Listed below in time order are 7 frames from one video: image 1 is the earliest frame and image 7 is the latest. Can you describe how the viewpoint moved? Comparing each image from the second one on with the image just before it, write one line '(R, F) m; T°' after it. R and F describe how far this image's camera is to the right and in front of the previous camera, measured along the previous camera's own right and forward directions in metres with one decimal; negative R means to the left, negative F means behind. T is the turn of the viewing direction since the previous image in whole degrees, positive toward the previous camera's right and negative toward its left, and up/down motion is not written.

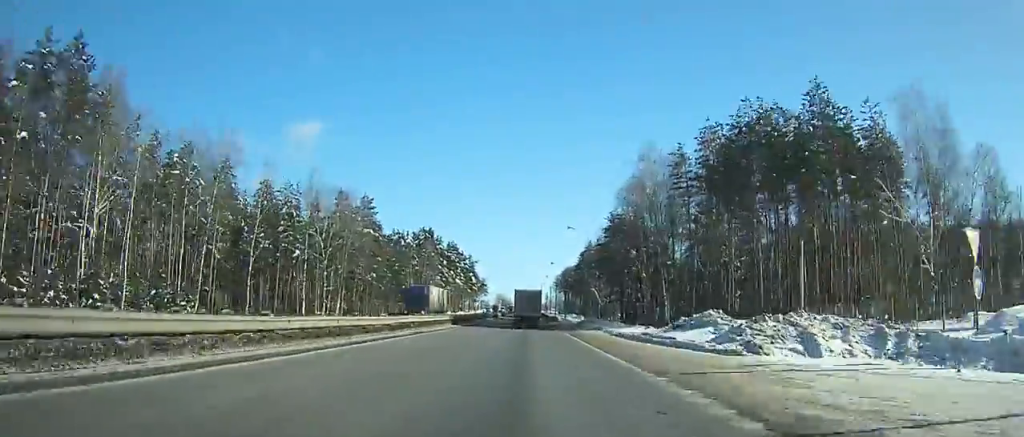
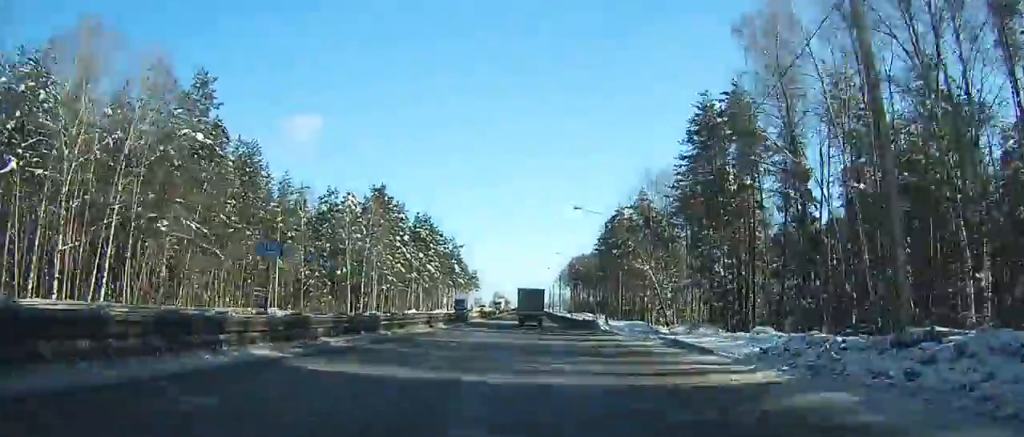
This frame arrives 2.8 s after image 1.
(+0.5, +52.3) m; +1°
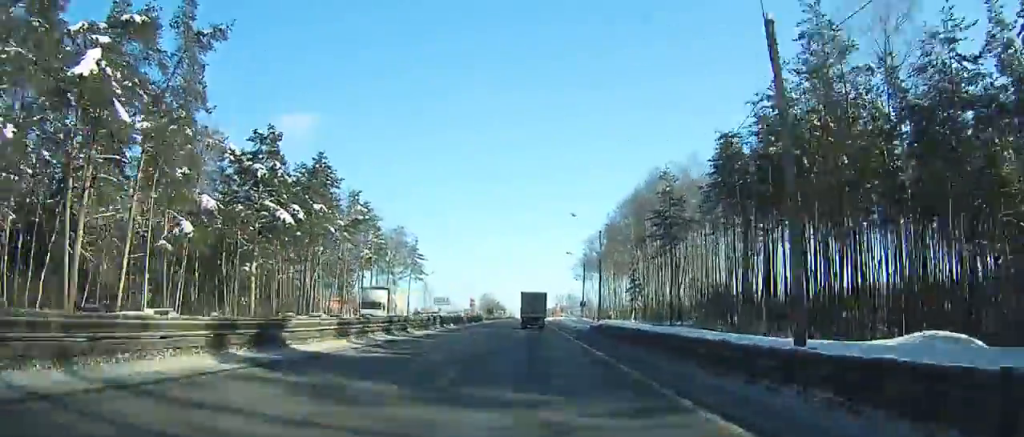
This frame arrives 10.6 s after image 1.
(+0.6, +156.1) m; -2°
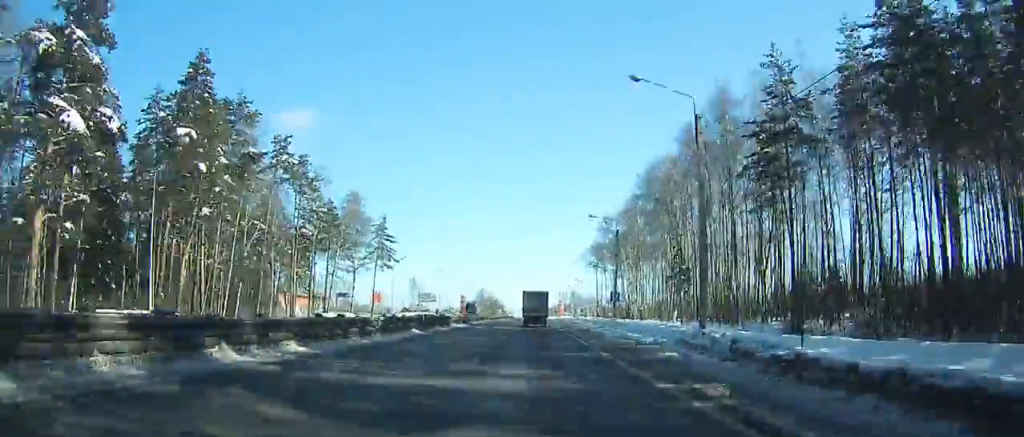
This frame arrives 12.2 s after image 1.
(-0.3, +32.5) m; 0°
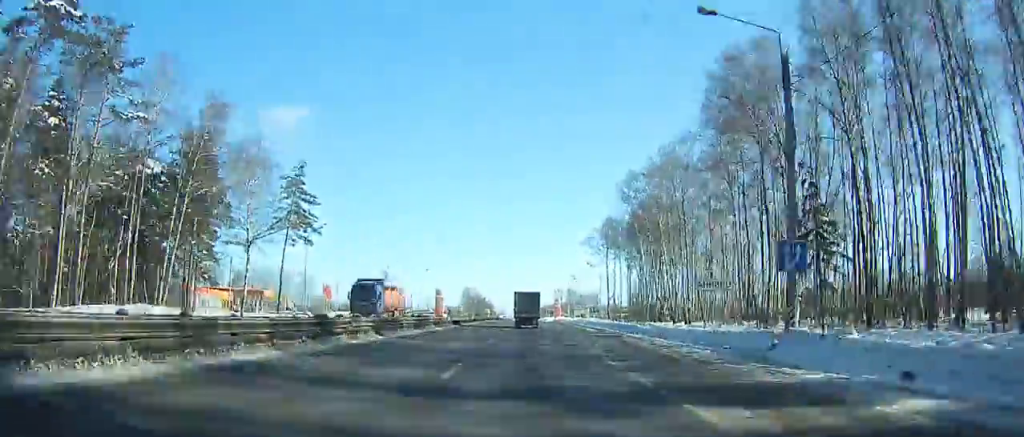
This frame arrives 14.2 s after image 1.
(-0.1, +40.3) m; 0°
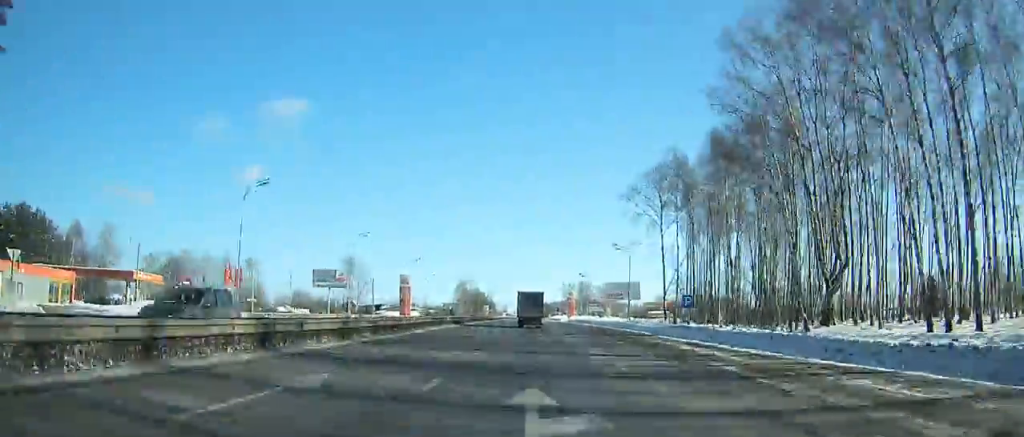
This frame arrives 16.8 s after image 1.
(+0.3, +52.0) m; 0°
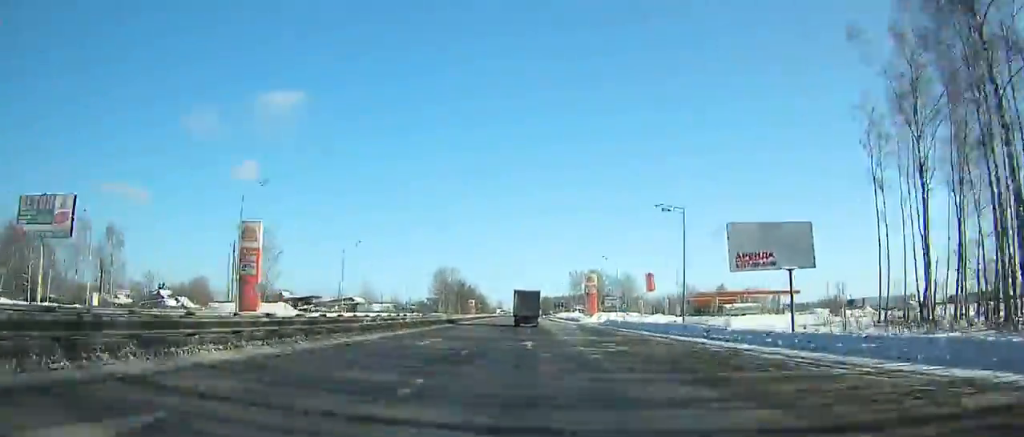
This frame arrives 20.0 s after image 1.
(+0.4, +63.3) m; +1°
